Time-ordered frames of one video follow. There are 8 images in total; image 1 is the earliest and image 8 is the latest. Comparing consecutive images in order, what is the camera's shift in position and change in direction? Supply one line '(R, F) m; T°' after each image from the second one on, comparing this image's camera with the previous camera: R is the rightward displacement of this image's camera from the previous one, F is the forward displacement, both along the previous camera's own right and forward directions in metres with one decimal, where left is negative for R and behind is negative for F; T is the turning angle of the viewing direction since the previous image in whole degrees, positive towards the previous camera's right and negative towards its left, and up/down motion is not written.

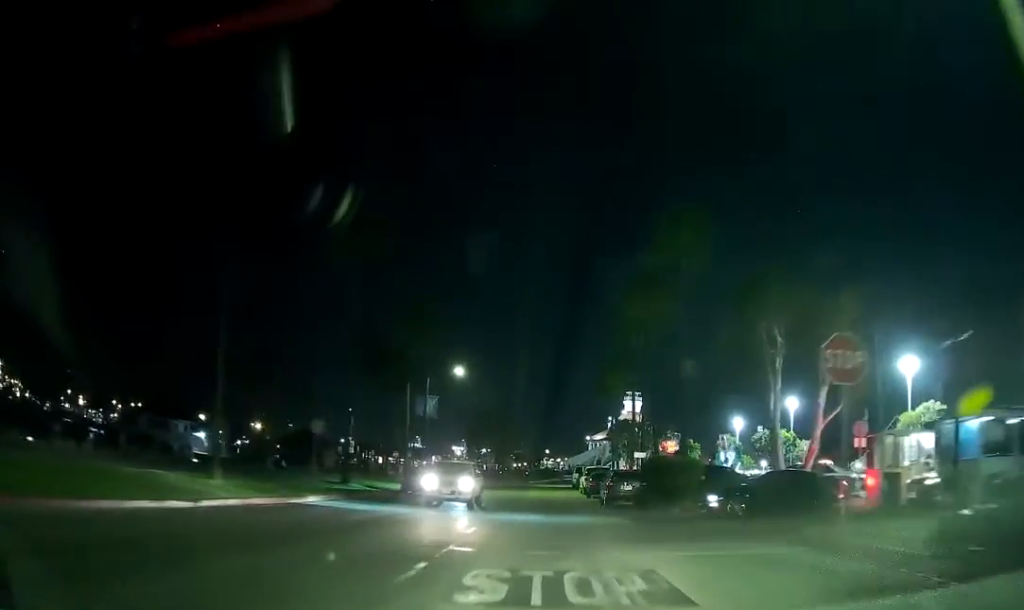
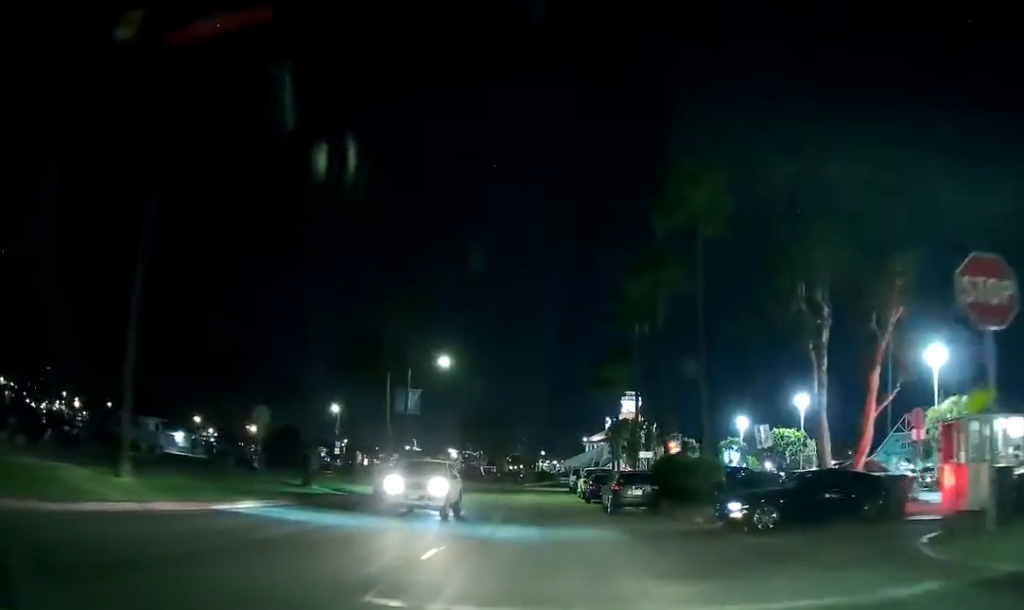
(+0.1, +6.5) m; +1°
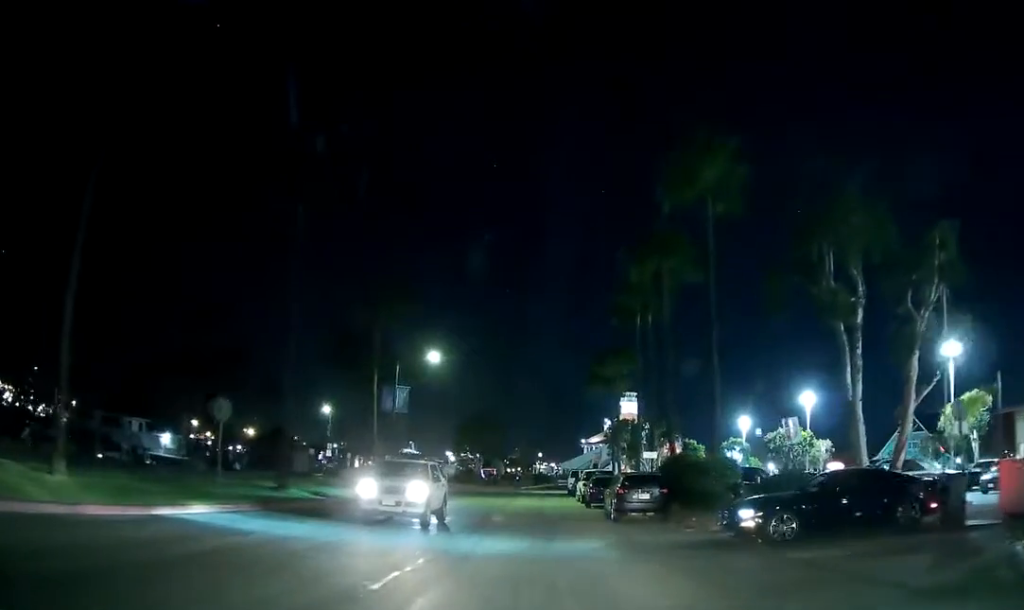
(0.0, +4.0) m; +2°
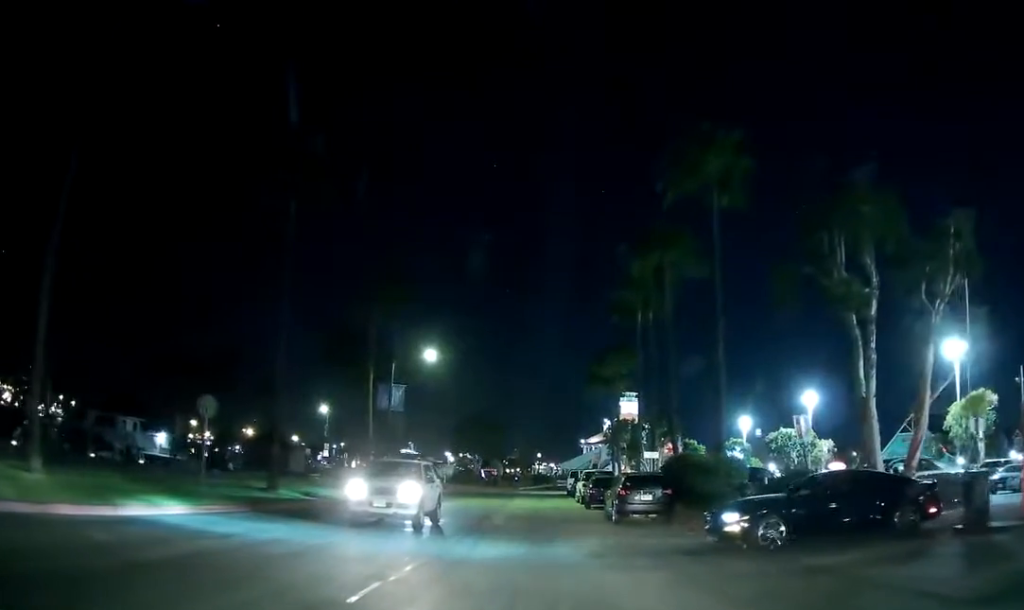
(0.0, +1.2) m; +2°
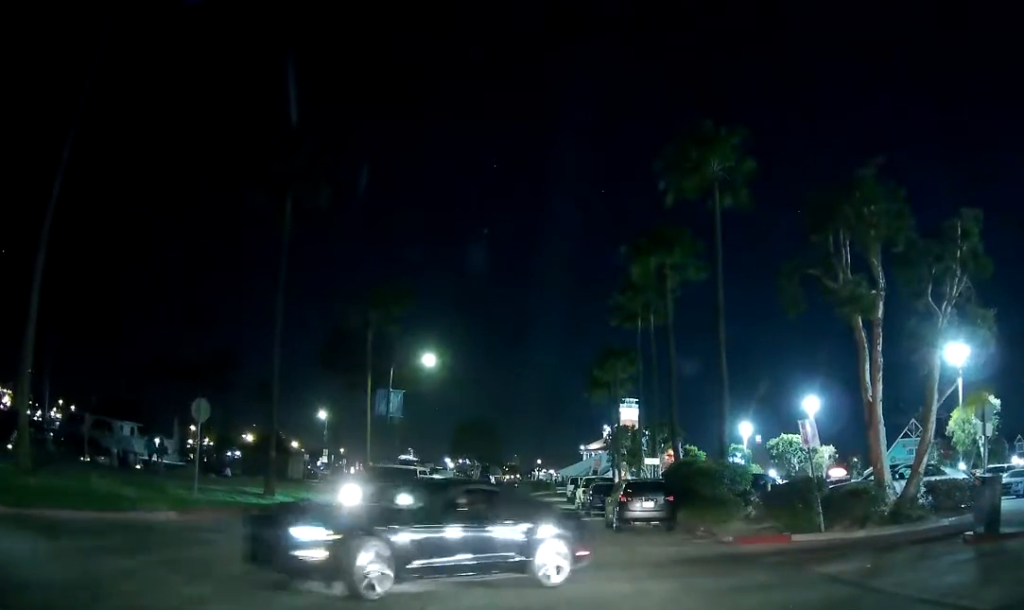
(+0.2, +1.2) m; +1°
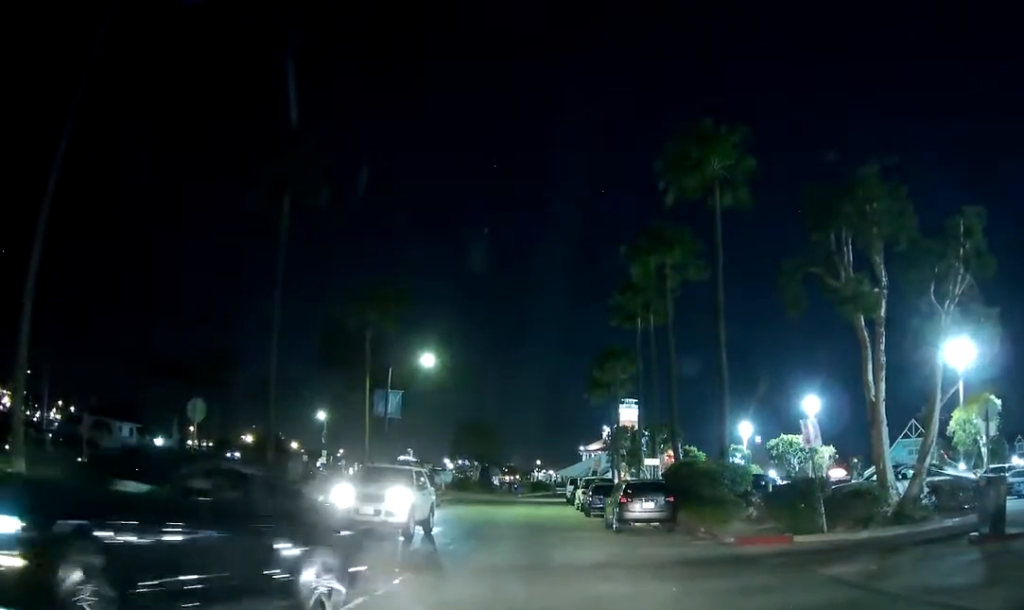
(+0.1, +0.3) m; 0°
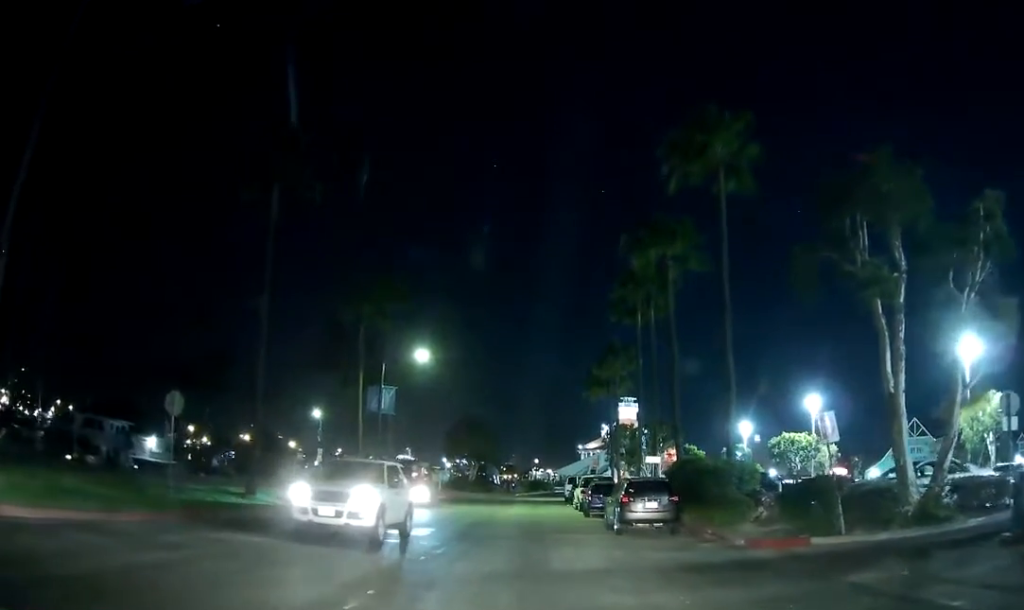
(-0.1, +1.2) m; -4°
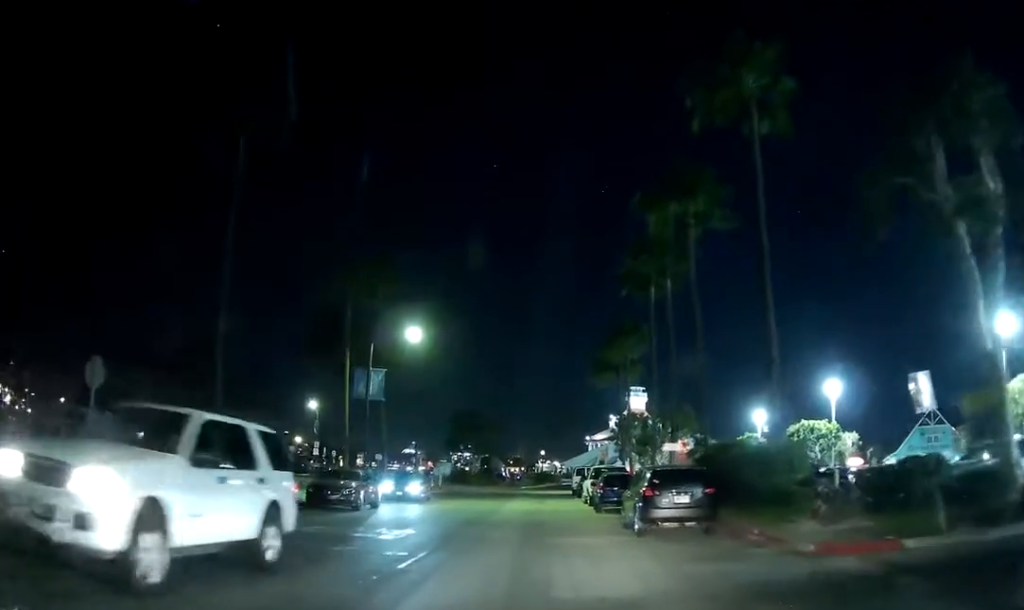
(-0.2, +3.5) m; -2°
